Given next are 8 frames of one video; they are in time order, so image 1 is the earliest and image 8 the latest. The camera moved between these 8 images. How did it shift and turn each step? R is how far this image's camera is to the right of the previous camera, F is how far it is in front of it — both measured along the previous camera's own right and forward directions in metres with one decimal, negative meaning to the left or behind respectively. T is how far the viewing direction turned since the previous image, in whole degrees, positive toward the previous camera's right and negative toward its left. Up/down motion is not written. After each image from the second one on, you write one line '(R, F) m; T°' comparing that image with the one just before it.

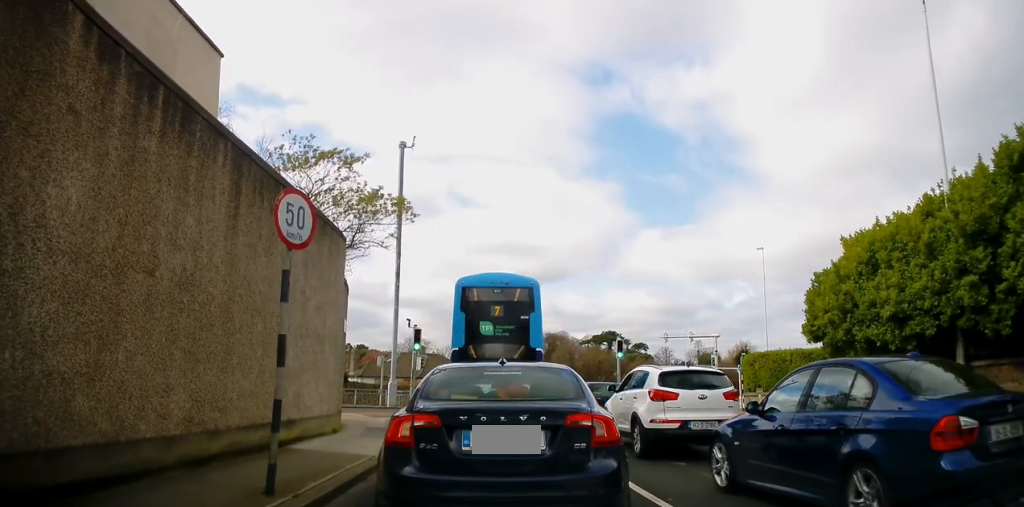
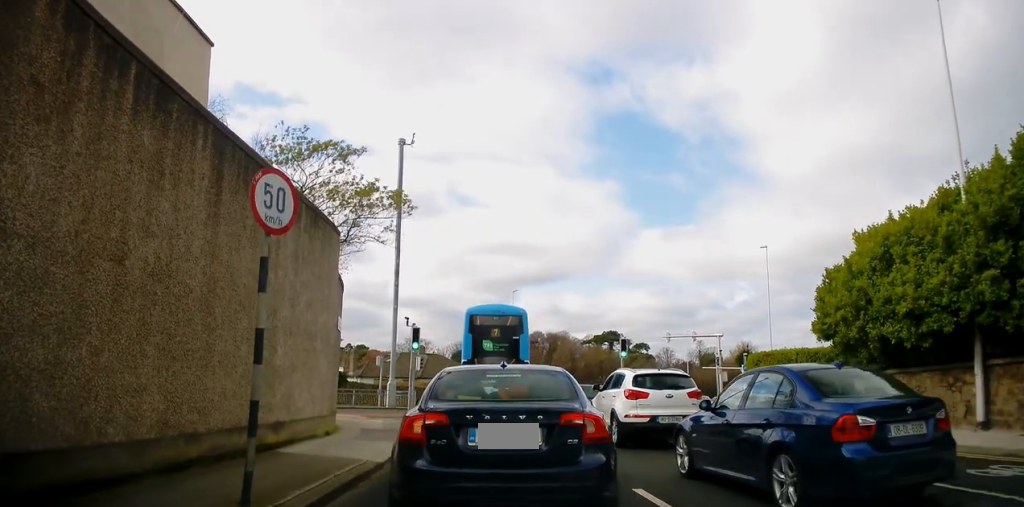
(0.0, 0.0) m; 0°
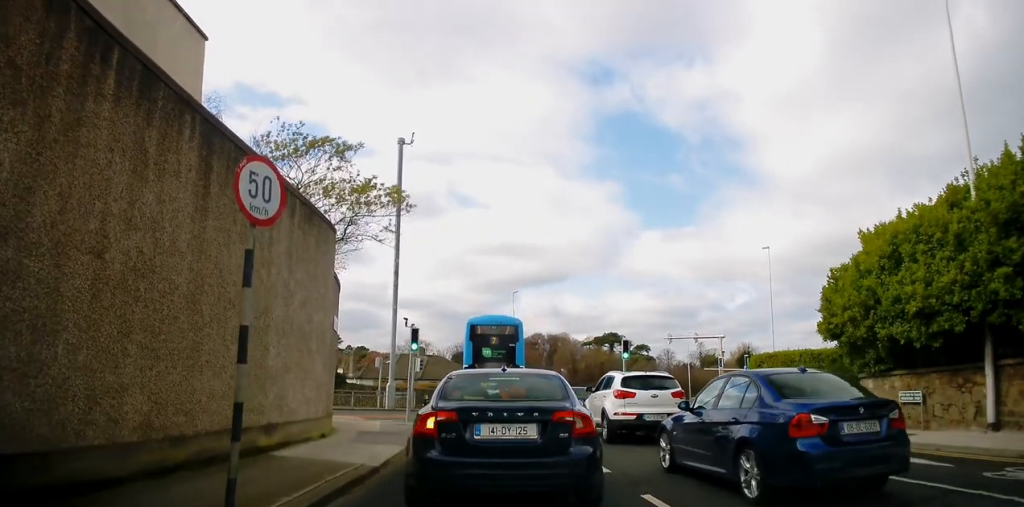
(0.0, +0.1) m; 0°
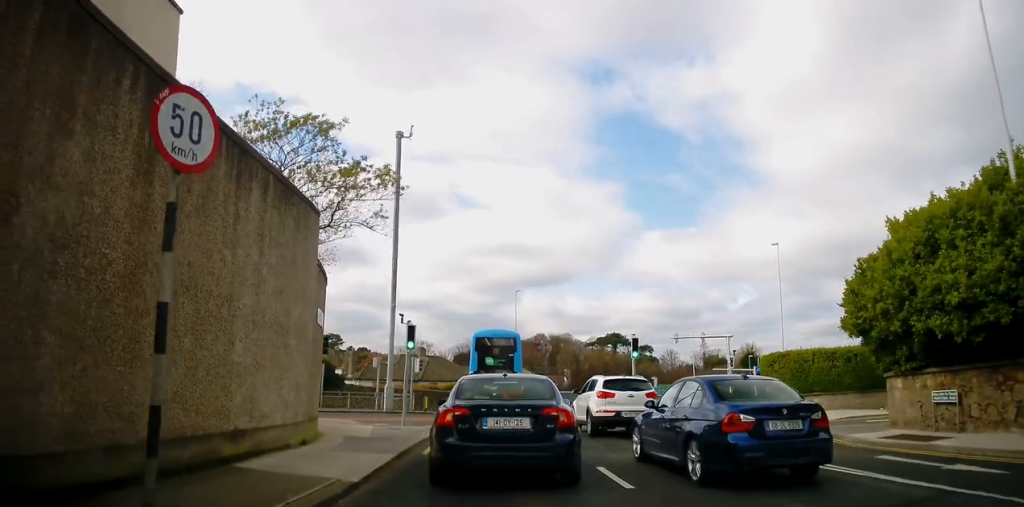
(-0.1, +0.3) m; 0°
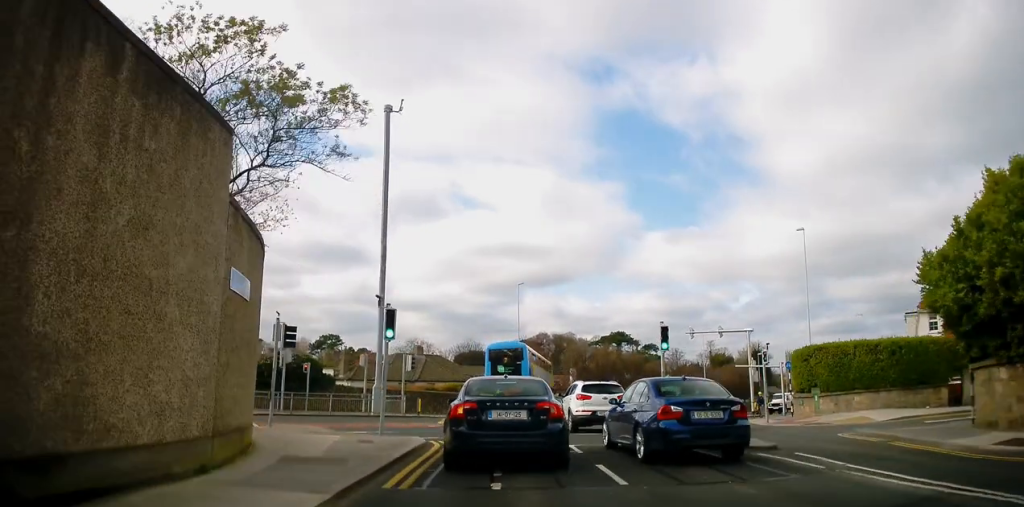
(+0.1, +1.6) m; +1°
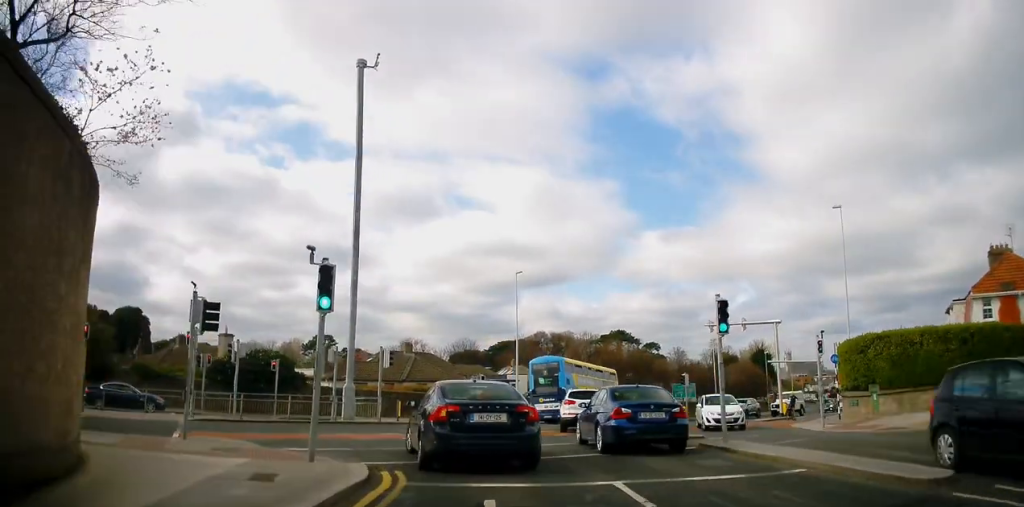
(-0.1, +3.8) m; -2°
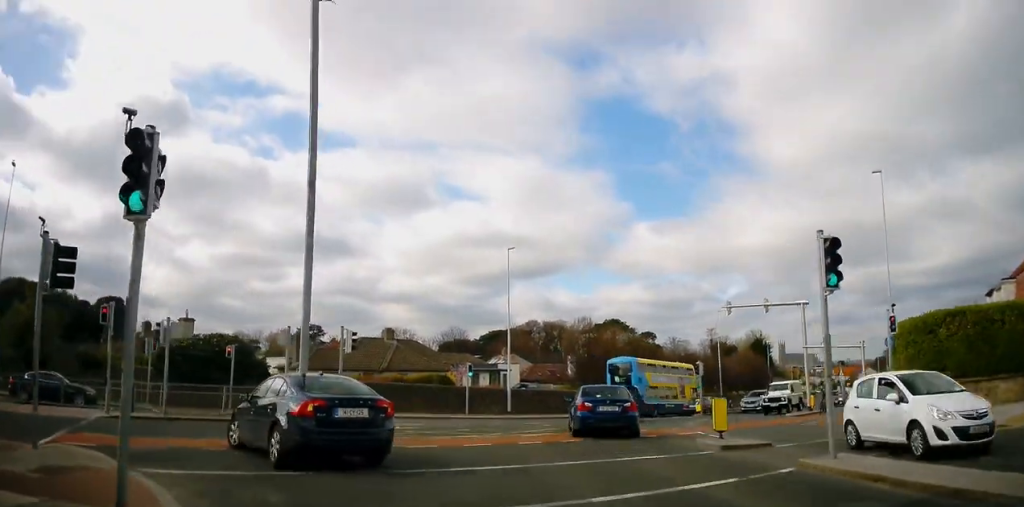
(+0.1, +5.2) m; +4°
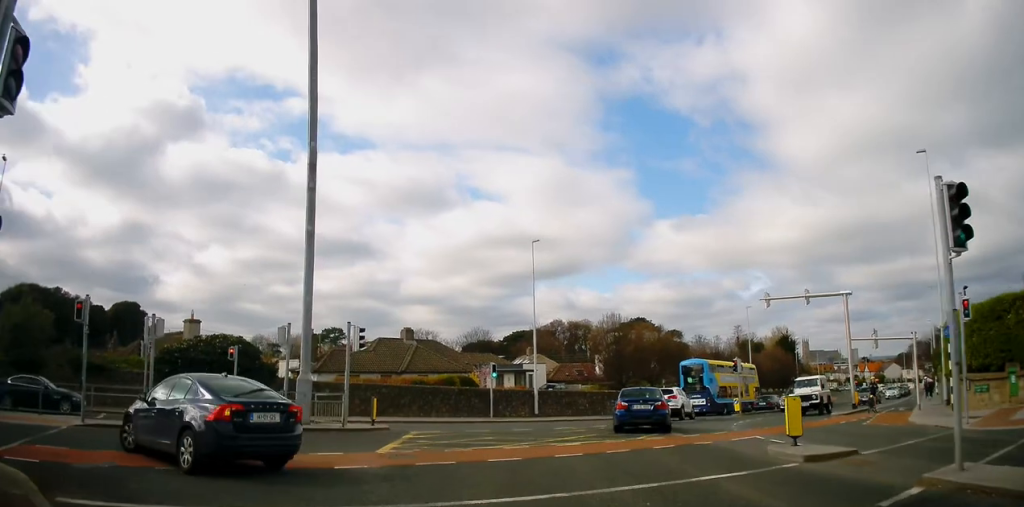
(+0.2, +2.6) m; -1°
